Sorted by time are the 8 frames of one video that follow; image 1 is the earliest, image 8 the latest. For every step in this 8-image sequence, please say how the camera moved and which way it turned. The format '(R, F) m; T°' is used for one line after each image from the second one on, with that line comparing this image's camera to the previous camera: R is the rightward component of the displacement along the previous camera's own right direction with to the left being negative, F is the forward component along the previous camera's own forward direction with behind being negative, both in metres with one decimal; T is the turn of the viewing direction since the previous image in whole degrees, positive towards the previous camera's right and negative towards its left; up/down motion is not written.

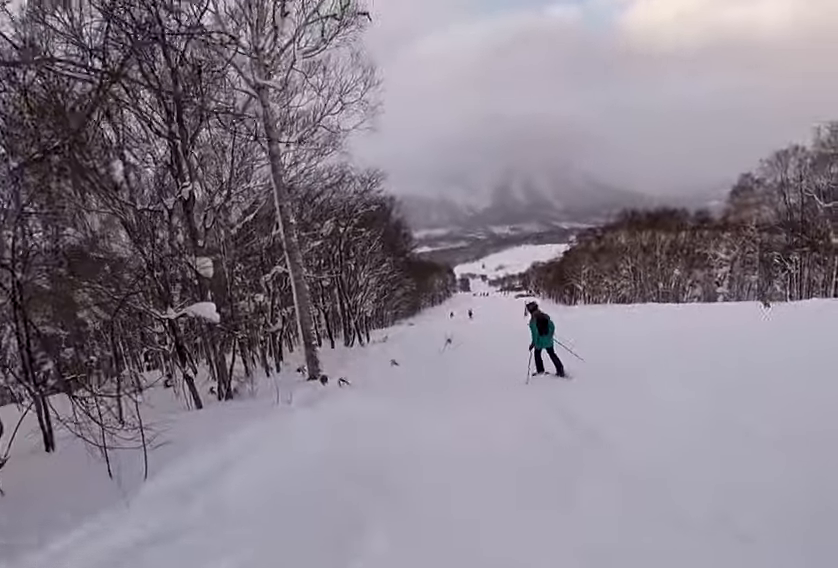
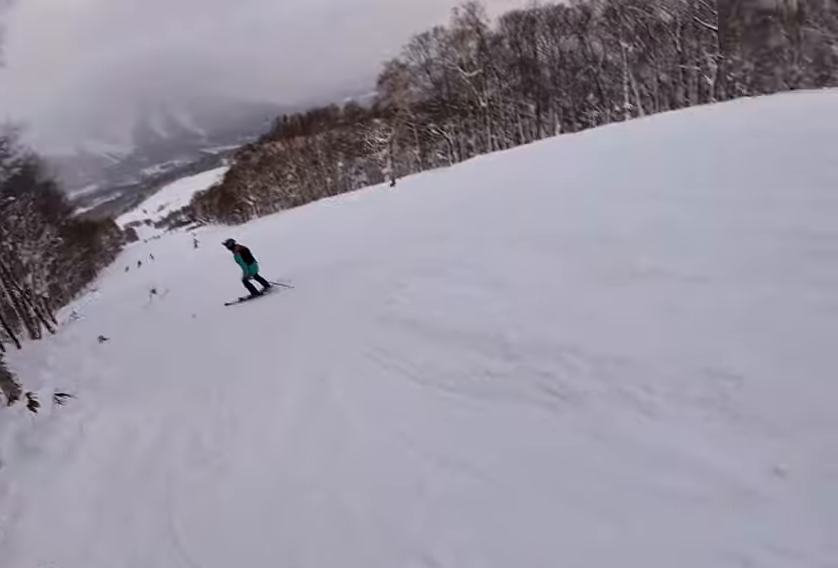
(+0.5, +3.0) m; +9°
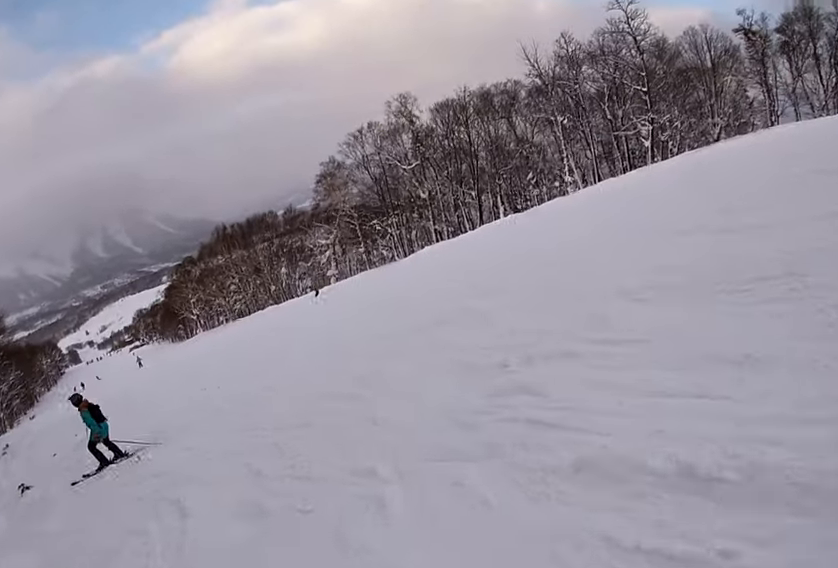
(0.0, +3.0) m; -3°
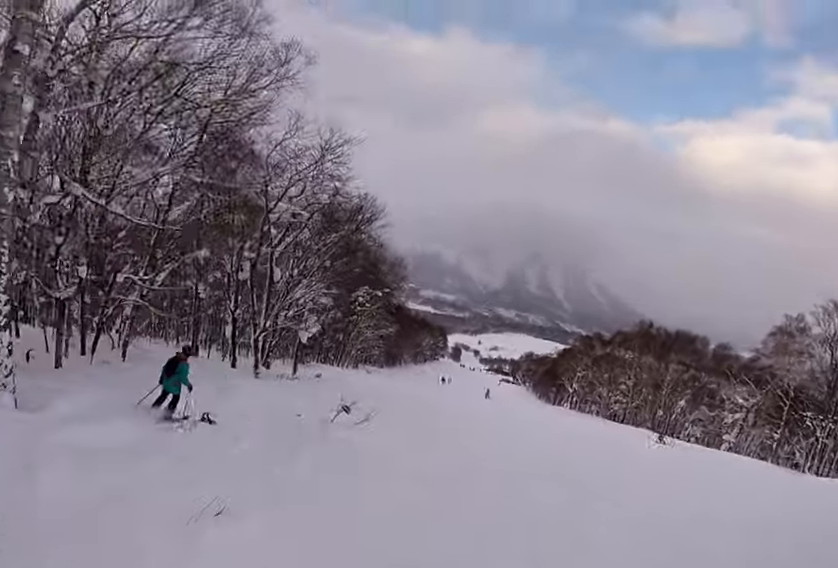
(-0.2, +4.0) m; -26°
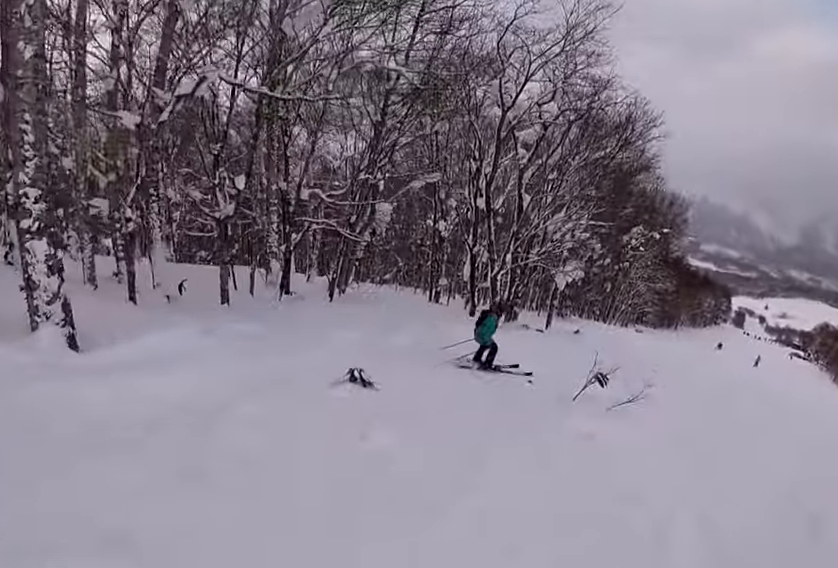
(-1.4, +3.7) m; -15°
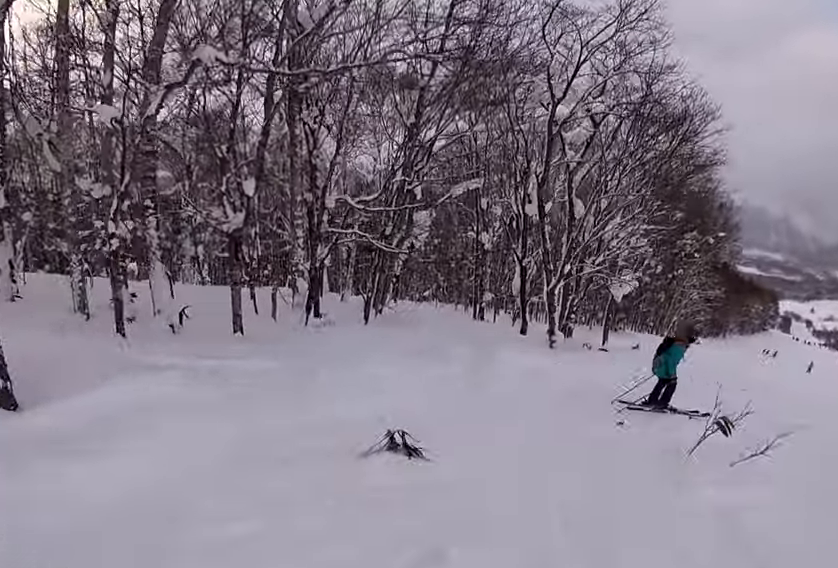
(0.0, +2.1) m; +6°
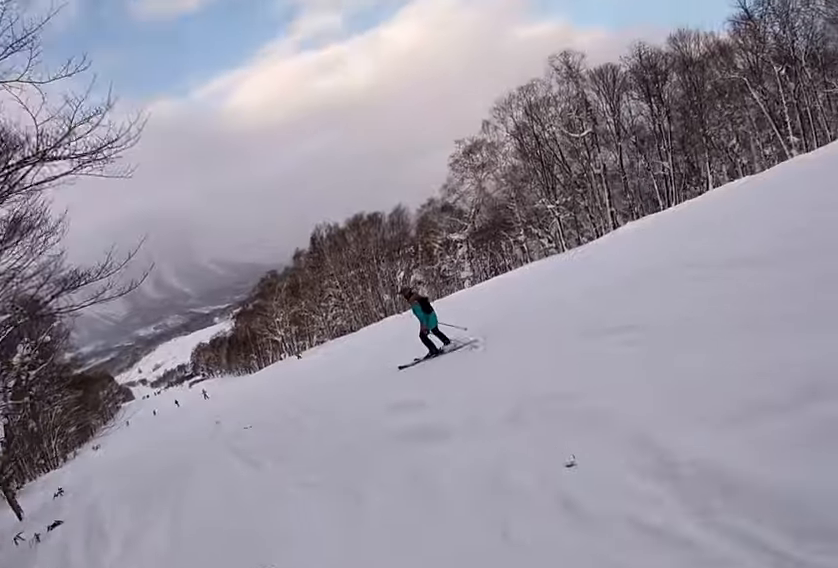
(+4.1, +6.9) m; +50°
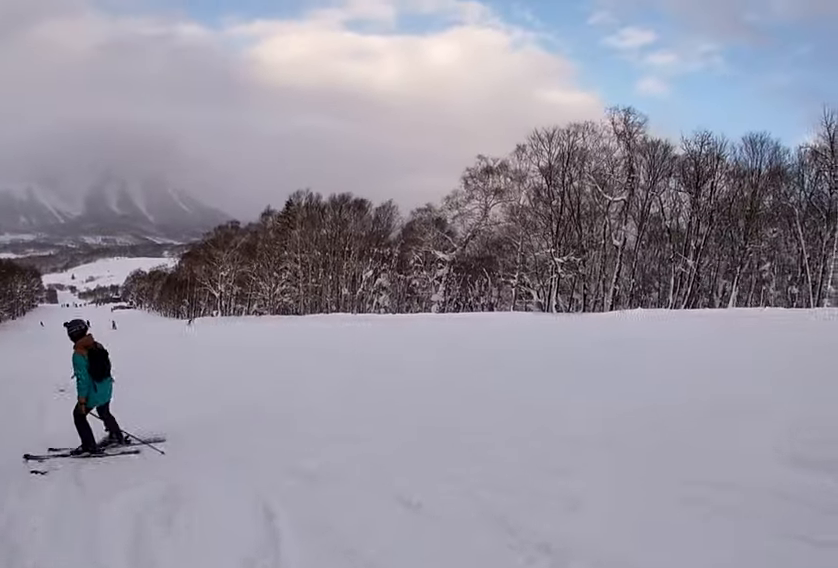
(-0.1, +6.3) m; -15°
